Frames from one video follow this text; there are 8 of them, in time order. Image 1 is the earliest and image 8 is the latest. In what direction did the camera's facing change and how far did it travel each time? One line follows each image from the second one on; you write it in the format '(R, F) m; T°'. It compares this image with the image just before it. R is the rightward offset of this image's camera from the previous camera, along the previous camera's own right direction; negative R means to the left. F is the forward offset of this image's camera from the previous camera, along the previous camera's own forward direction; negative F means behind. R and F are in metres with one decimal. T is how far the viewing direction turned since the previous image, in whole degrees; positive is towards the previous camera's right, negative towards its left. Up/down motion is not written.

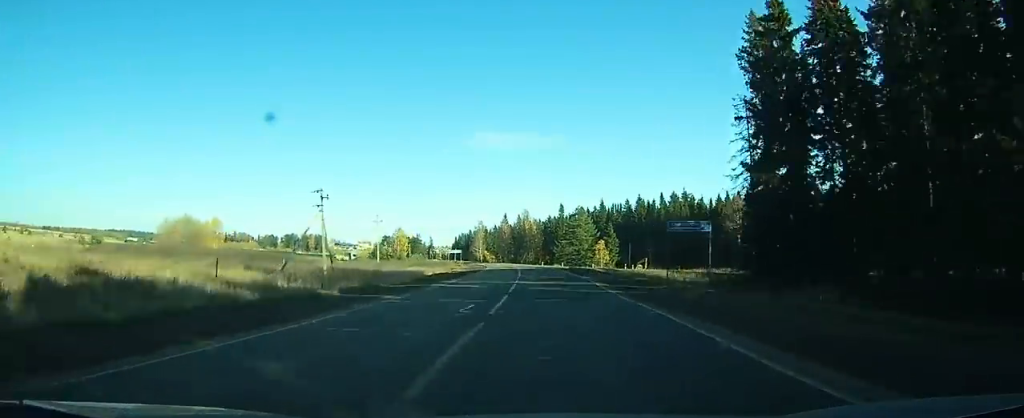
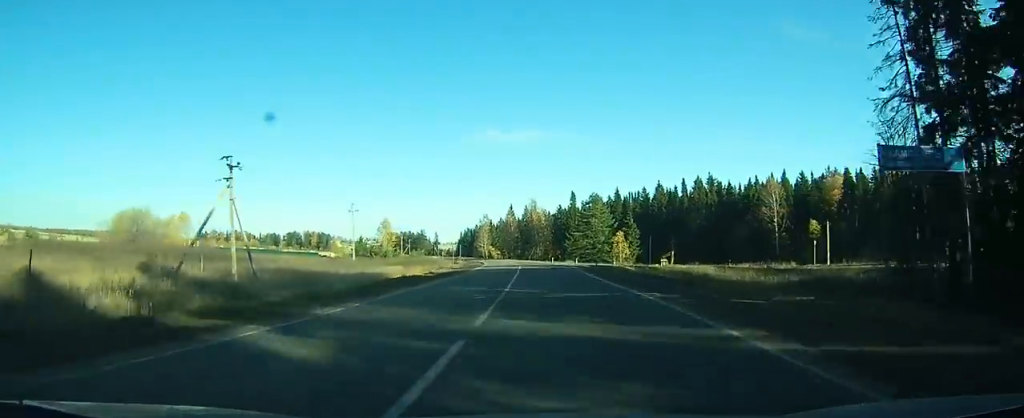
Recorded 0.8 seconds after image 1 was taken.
(0.0, +19.2) m; -2°
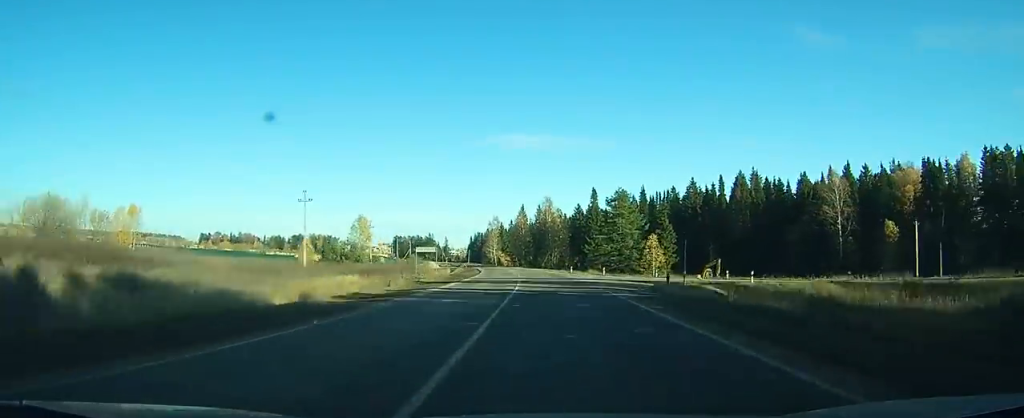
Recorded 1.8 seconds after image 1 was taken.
(-0.8, +23.7) m; -2°
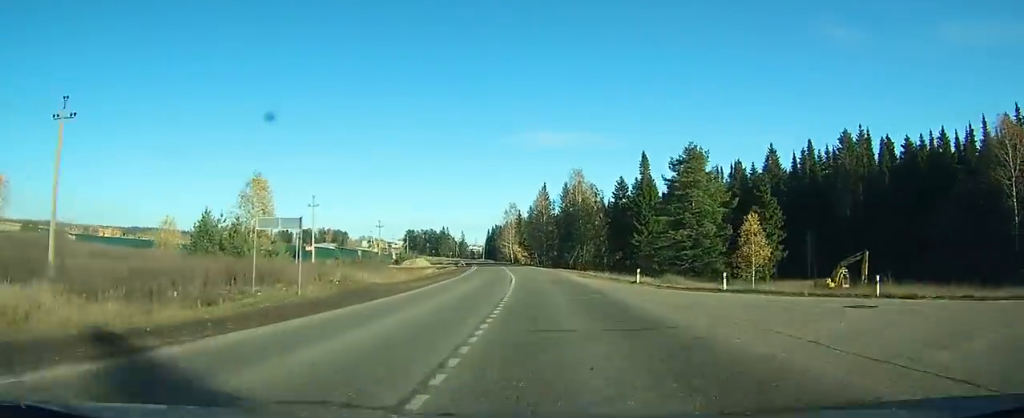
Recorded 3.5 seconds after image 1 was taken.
(-1.2, +40.9) m; -3°
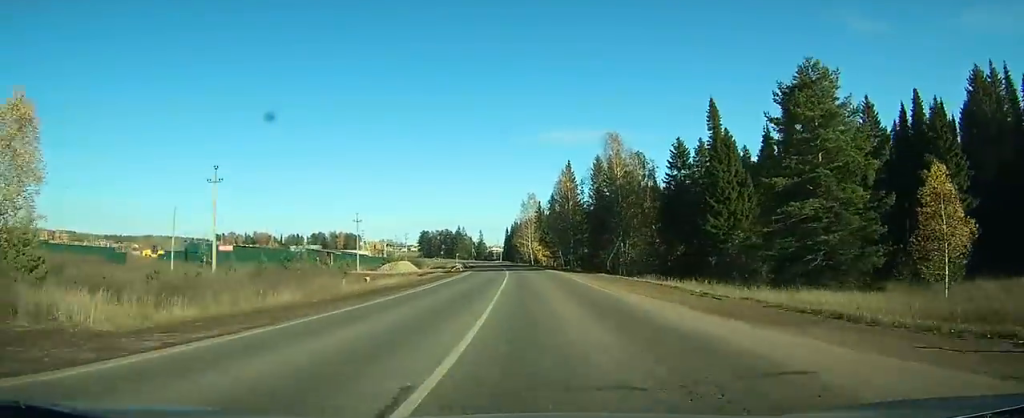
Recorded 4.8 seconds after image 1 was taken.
(-0.3, +29.8) m; -2°
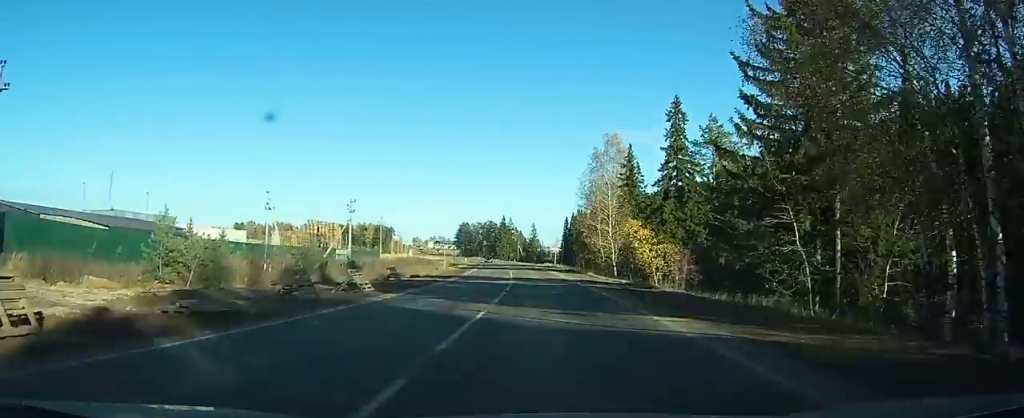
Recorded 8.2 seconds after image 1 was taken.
(-3.8, +79.8) m; -6°
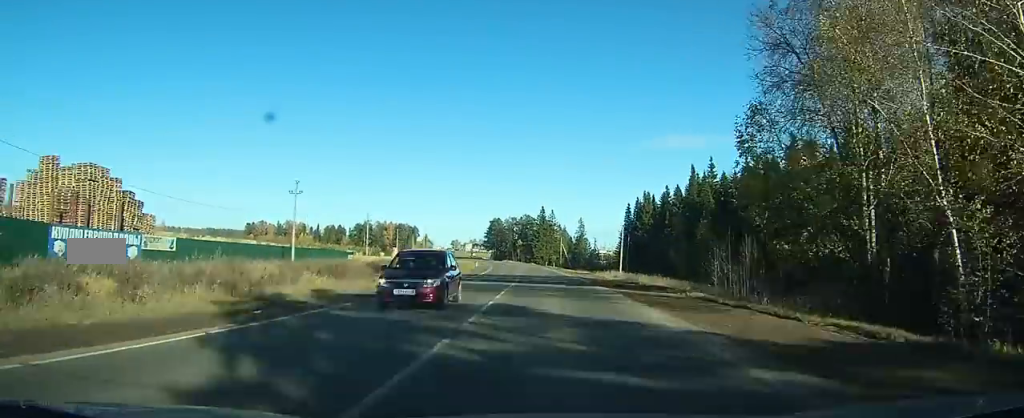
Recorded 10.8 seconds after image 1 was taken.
(-3.4, +61.1) m; -5°
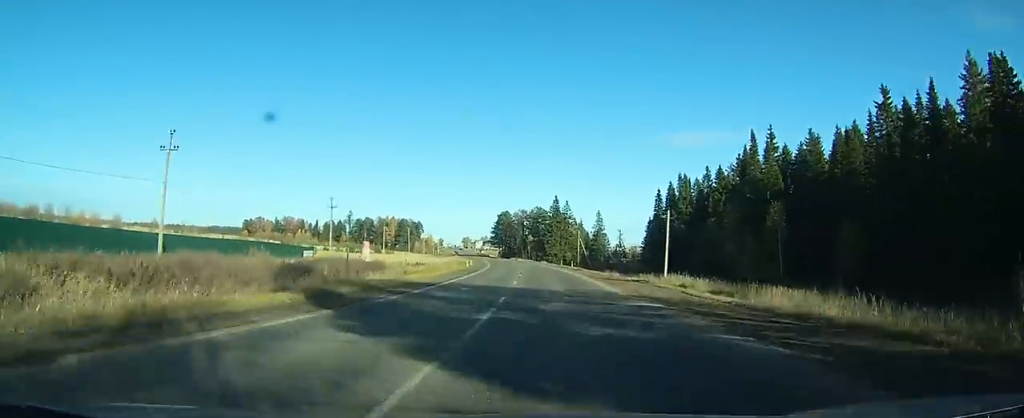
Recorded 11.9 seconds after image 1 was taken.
(-0.4, +26.6) m; -1°
